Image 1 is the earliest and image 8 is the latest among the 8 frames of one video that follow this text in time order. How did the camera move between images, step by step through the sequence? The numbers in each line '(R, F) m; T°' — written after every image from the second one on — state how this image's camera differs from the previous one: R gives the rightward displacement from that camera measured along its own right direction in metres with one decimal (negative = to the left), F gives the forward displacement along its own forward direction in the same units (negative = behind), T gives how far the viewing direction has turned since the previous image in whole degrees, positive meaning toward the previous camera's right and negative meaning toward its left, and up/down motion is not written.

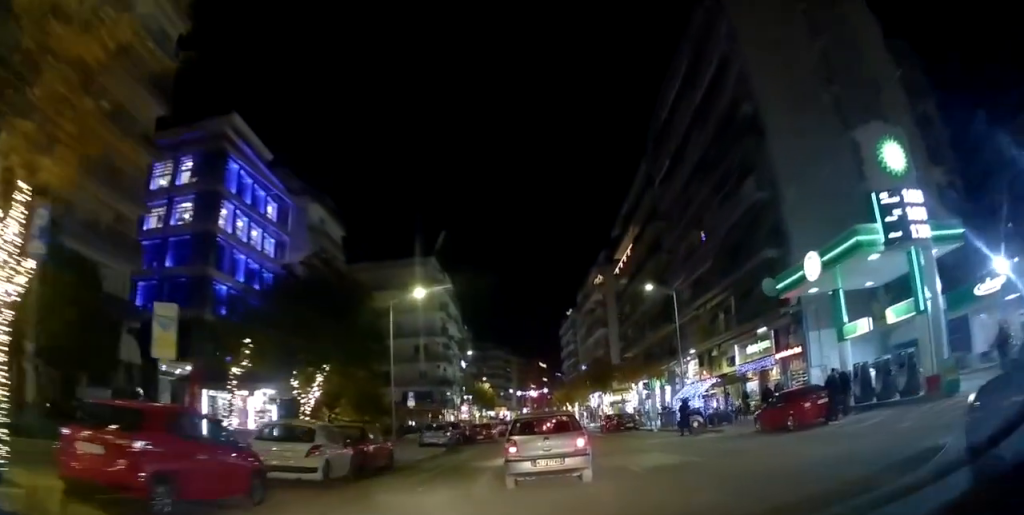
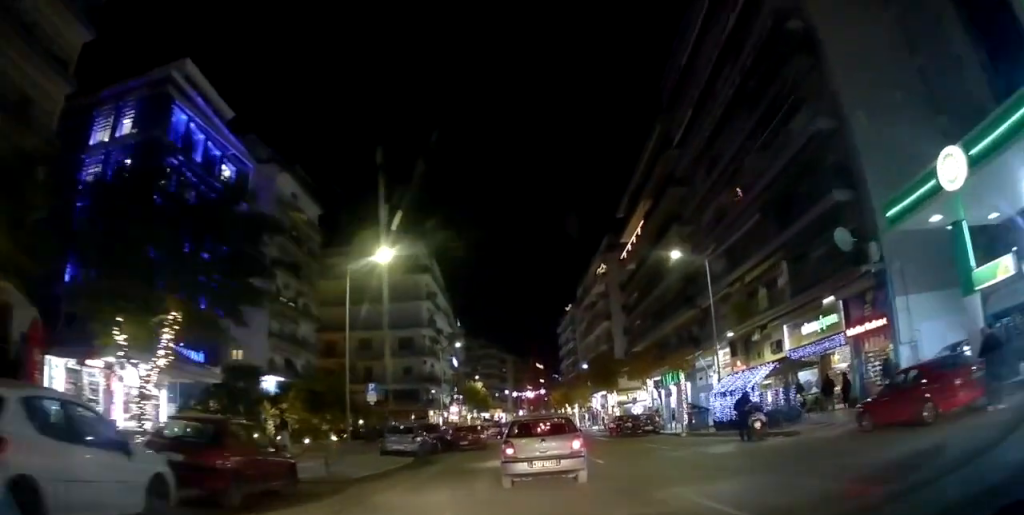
(+0.4, +8.1) m; +3°
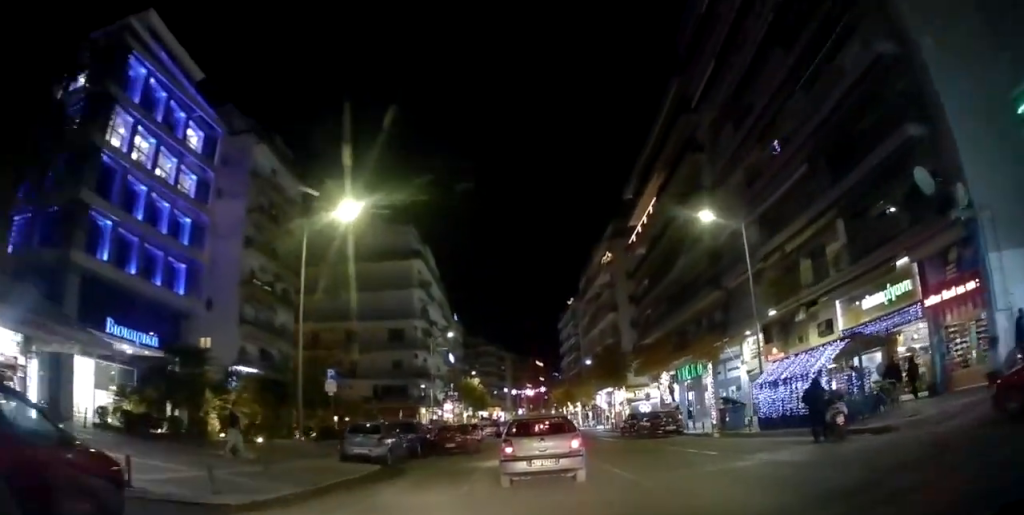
(+0.2, +5.4) m; 0°
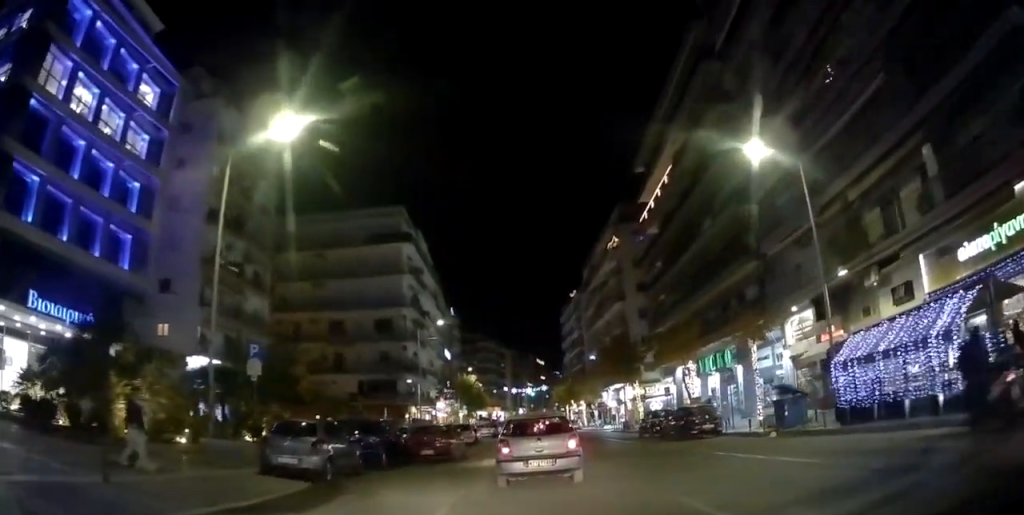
(-0.2, +6.1) m; 0°
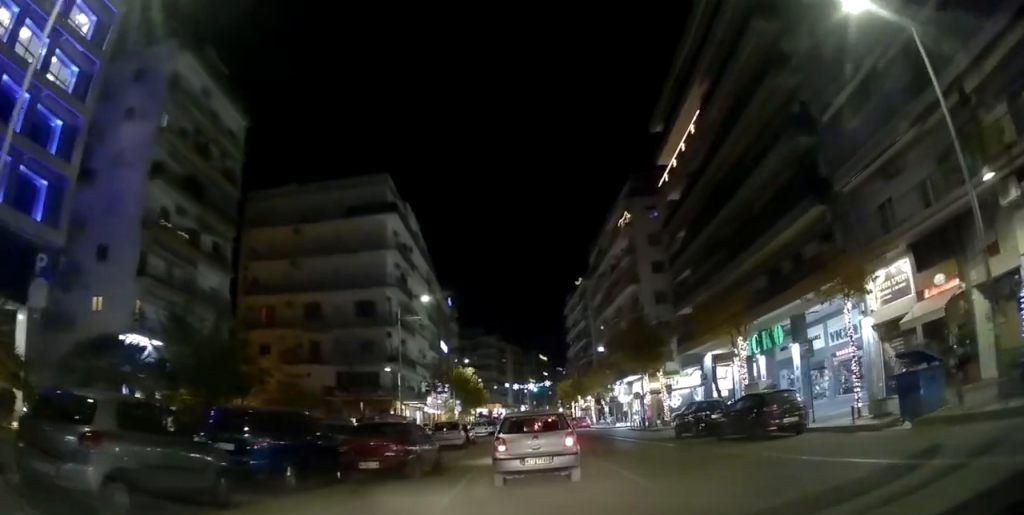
(0.0, +7.7) m; 0°
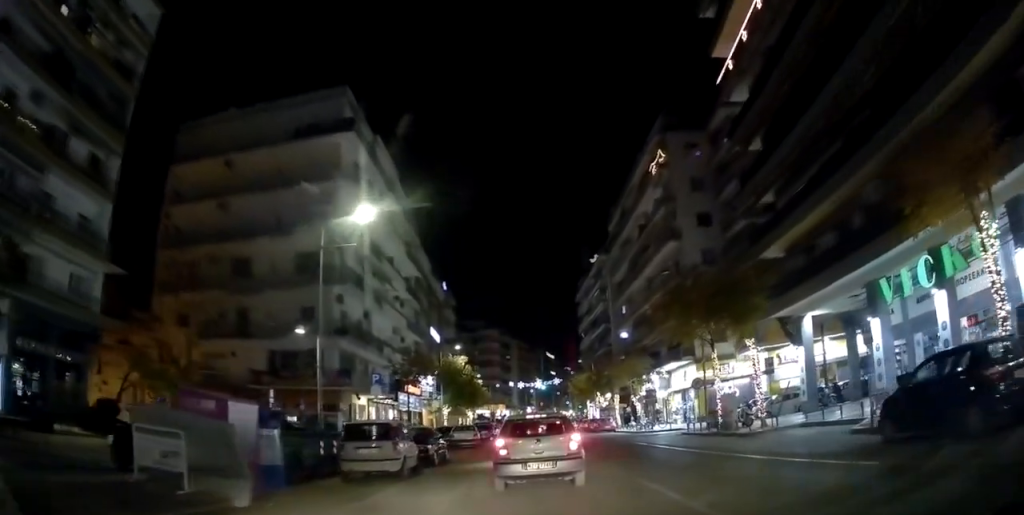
(-0.5, +15.3) m; -7°
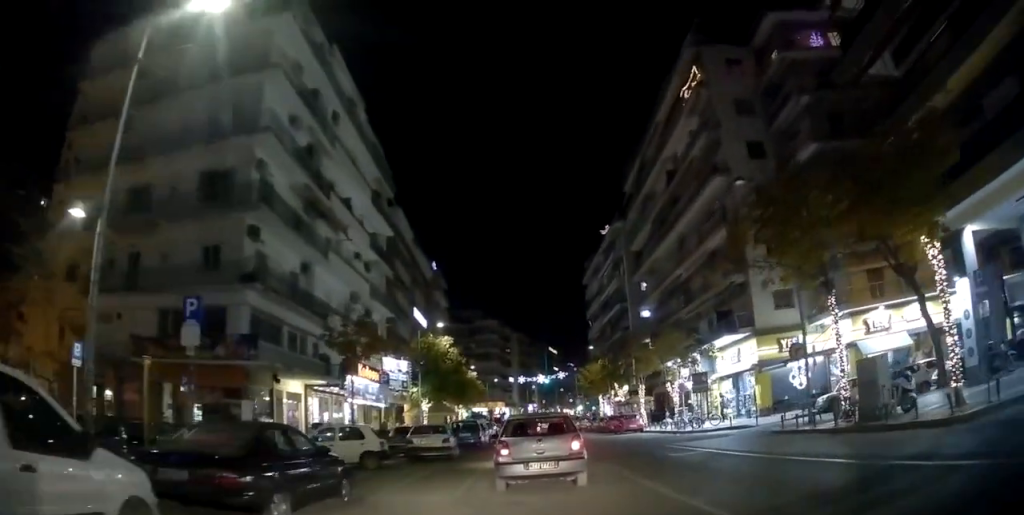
(-0.7, +11.8) m; -4°
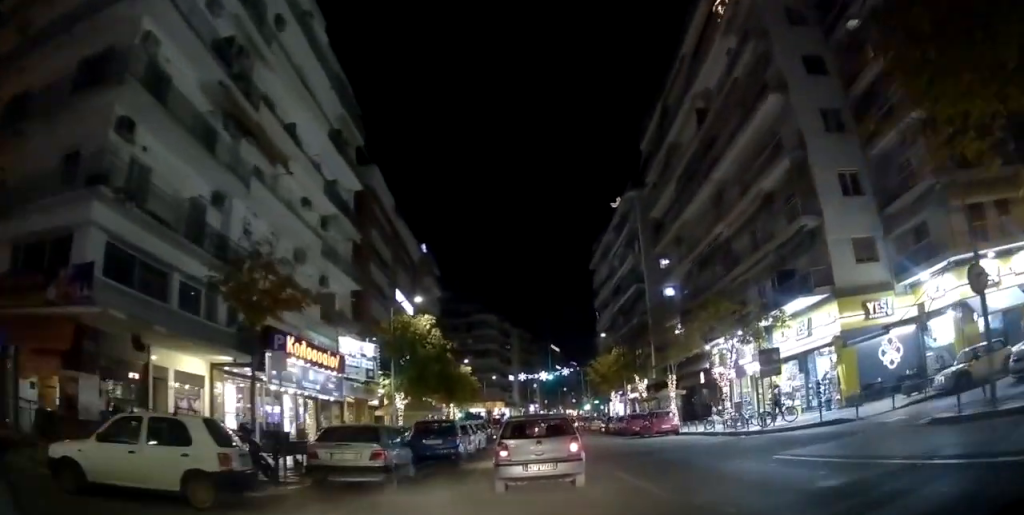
(0.0, +9.2) m; +2°
